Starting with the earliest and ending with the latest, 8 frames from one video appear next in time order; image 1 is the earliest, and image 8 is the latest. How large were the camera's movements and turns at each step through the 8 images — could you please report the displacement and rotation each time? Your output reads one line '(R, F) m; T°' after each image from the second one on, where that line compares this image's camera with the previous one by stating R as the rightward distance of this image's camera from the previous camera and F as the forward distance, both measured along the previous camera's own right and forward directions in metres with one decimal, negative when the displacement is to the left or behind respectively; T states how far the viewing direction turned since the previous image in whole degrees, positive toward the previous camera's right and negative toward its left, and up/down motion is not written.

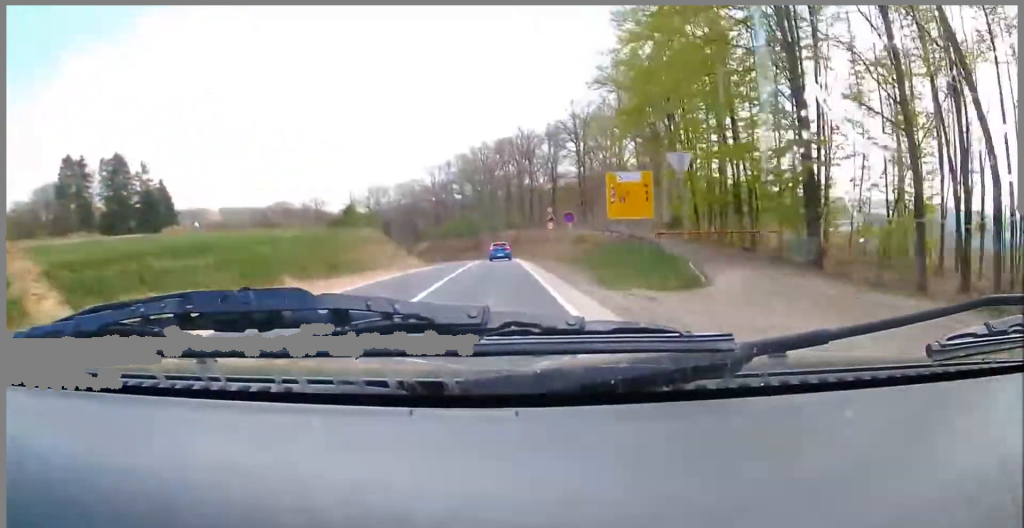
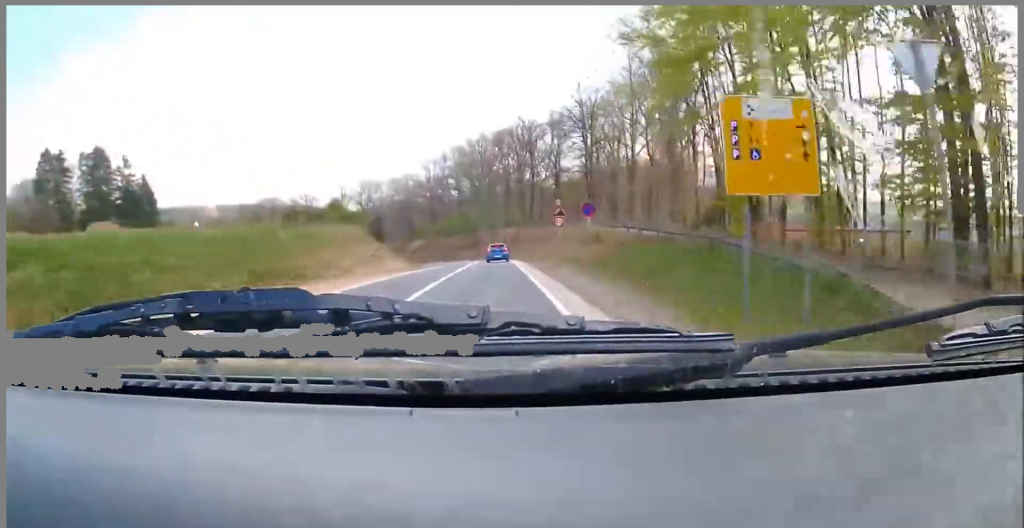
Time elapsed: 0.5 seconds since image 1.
(+0.2, +9.3) m; +2°
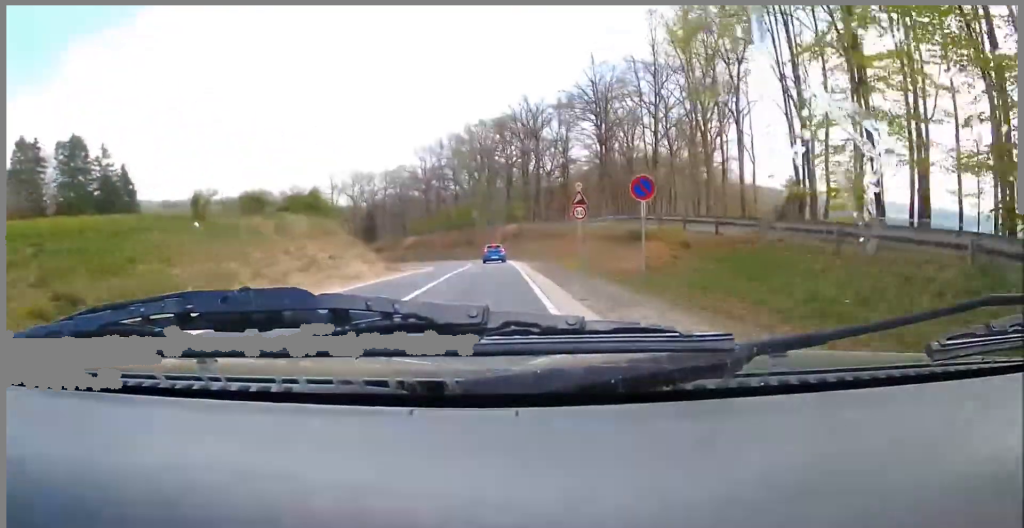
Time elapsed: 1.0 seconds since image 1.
(+0.3, +11.5) m; 0°
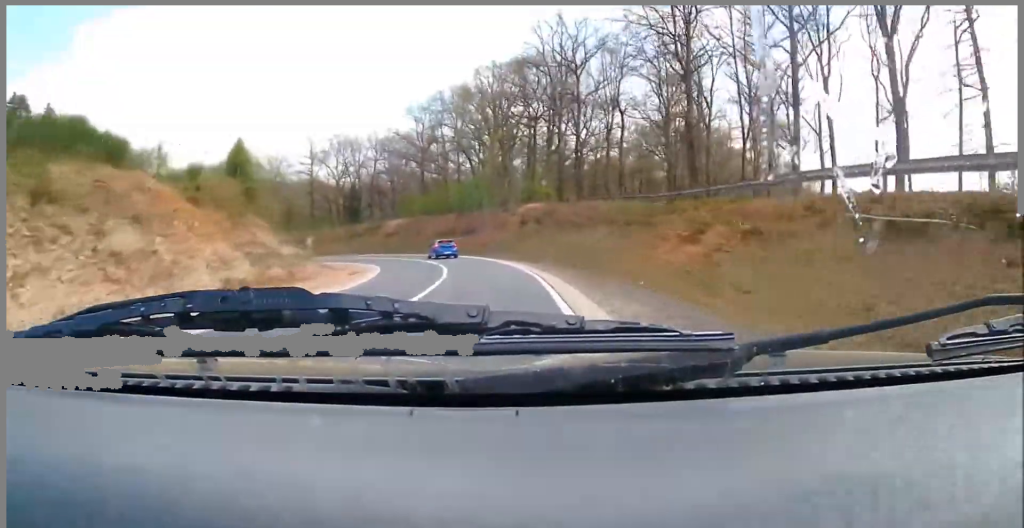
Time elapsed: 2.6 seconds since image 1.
(-0.7, +31.7) m; -3°
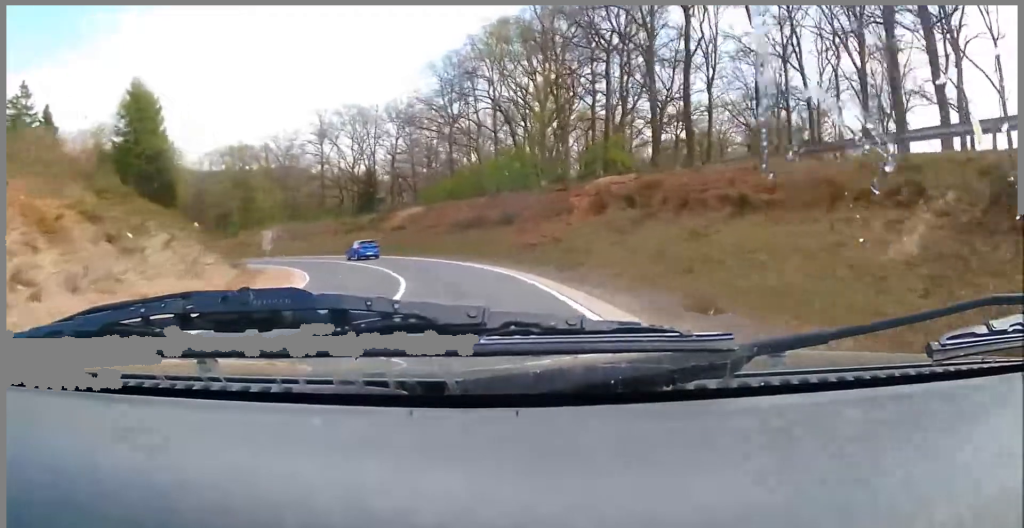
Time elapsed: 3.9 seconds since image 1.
(-1.0, +25.3) m; -8°
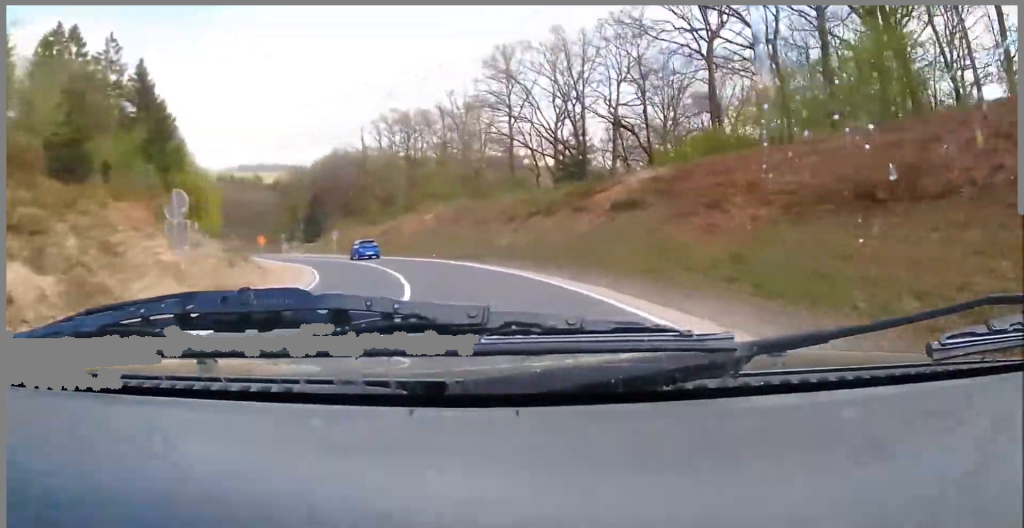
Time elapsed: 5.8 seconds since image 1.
(-7.7, +33.7) m; -37°
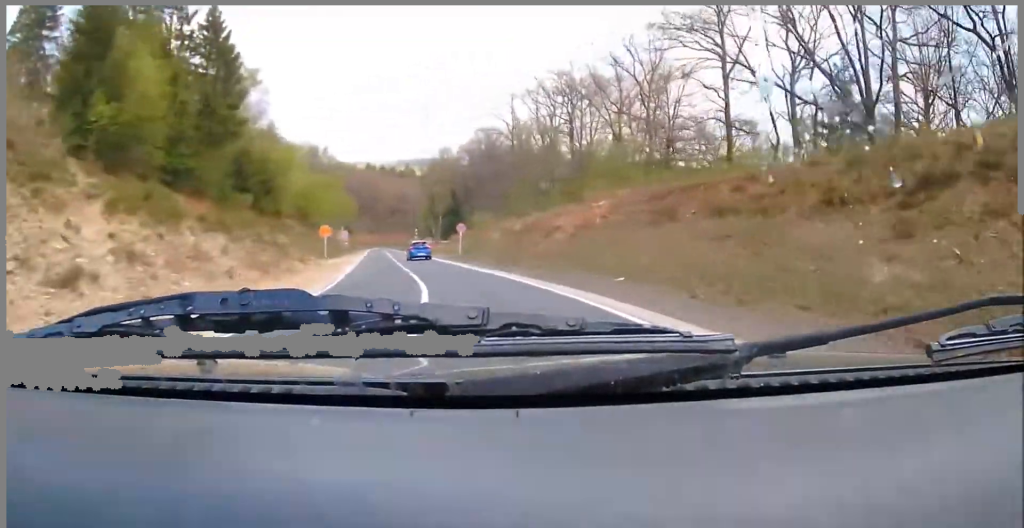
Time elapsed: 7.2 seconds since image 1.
(-5.8, +26.0) m; -18°
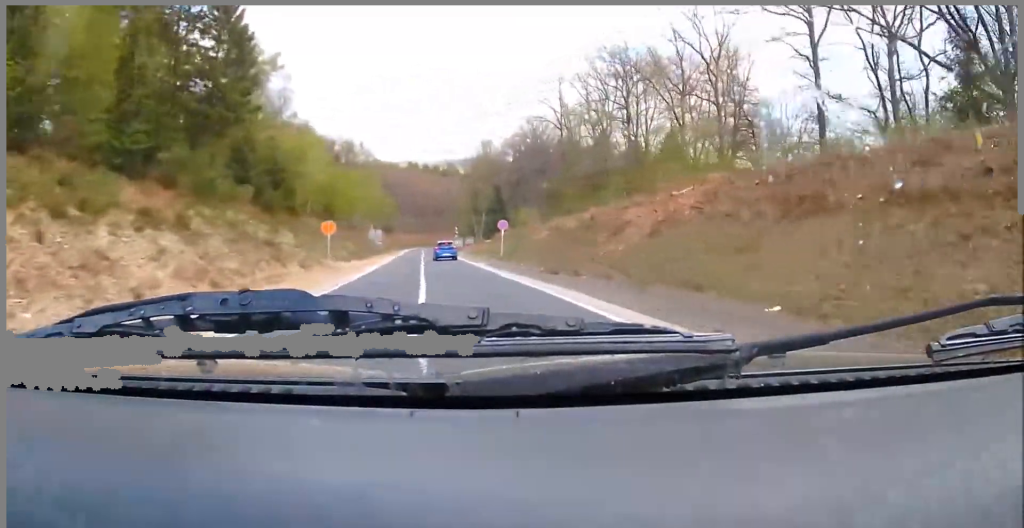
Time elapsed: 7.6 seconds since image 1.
(+1.2, +8.1) m; -4°
